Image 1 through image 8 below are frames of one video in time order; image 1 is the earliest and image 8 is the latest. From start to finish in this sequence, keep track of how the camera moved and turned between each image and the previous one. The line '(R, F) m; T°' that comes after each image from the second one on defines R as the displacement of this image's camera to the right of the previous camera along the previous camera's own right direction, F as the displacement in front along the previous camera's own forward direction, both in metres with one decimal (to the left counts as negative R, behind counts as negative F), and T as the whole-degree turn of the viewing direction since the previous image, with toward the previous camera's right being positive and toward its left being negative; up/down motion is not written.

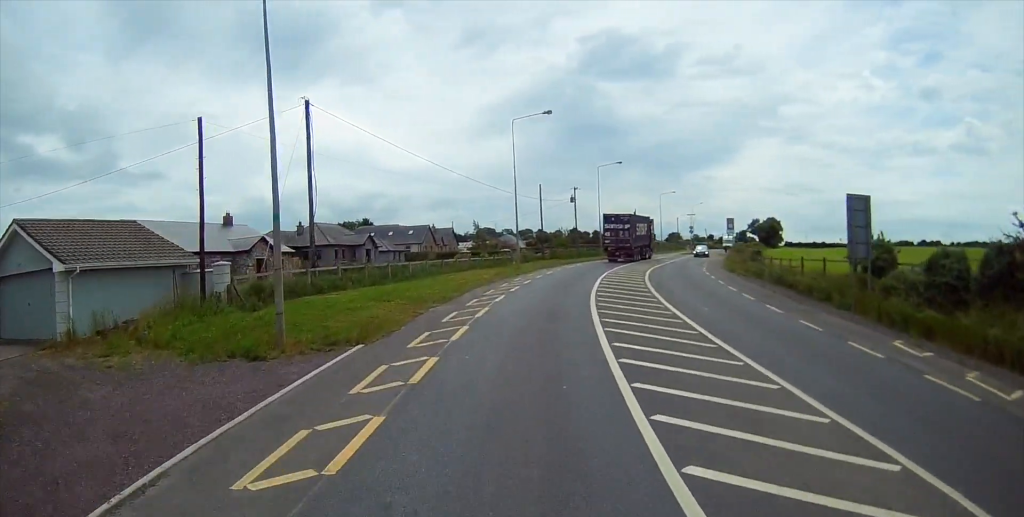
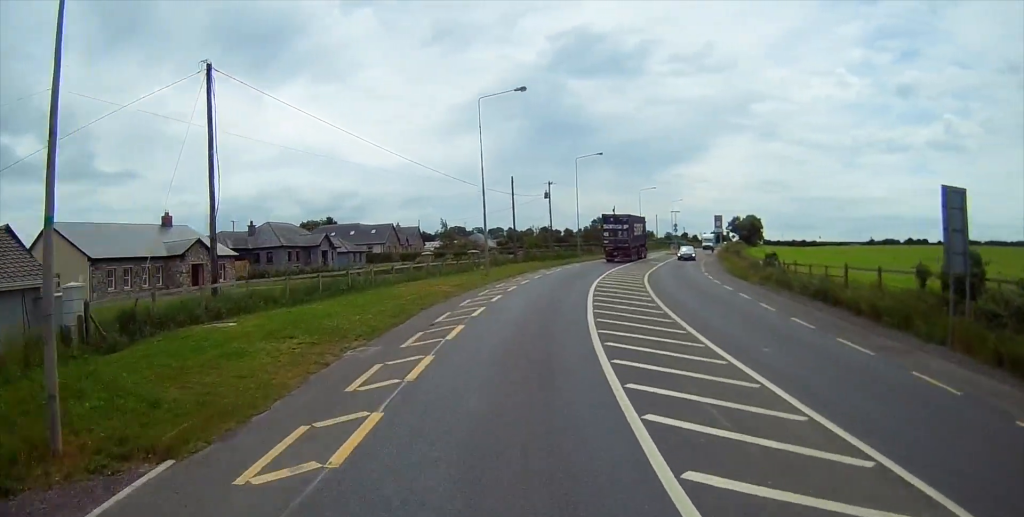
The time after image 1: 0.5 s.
(0.0, +7.8) m; +1°
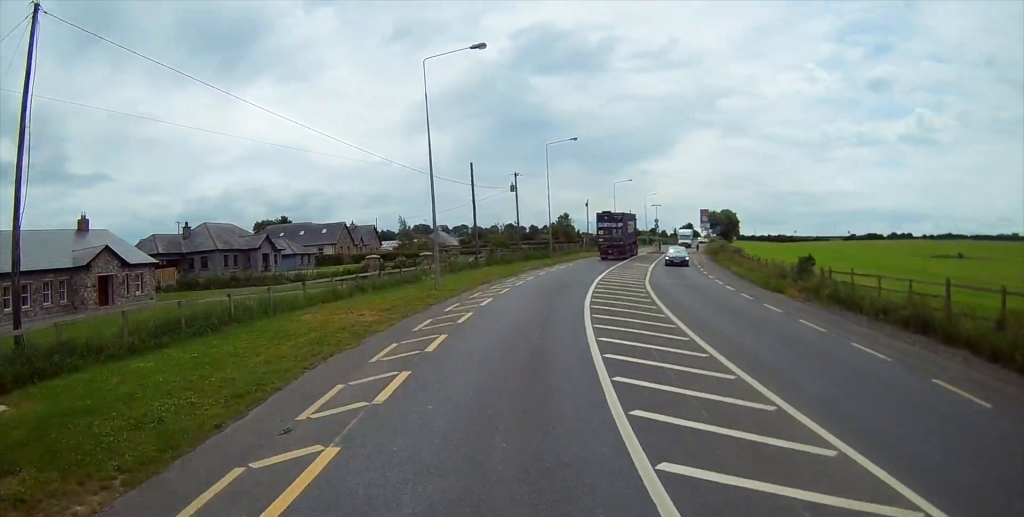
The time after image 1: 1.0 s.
(+0.3, +9.4) m; +3°
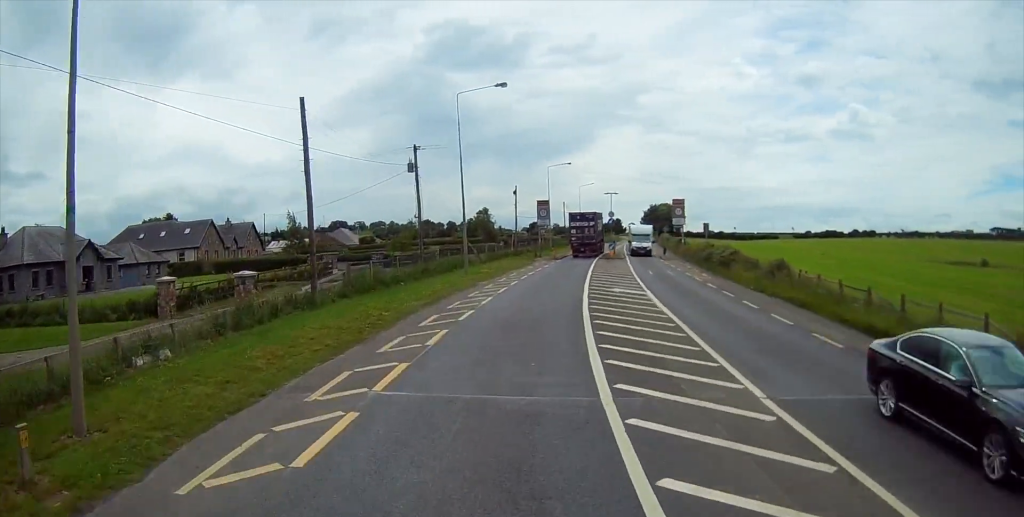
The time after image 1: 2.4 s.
(+1.5, +22.5) m; +8°
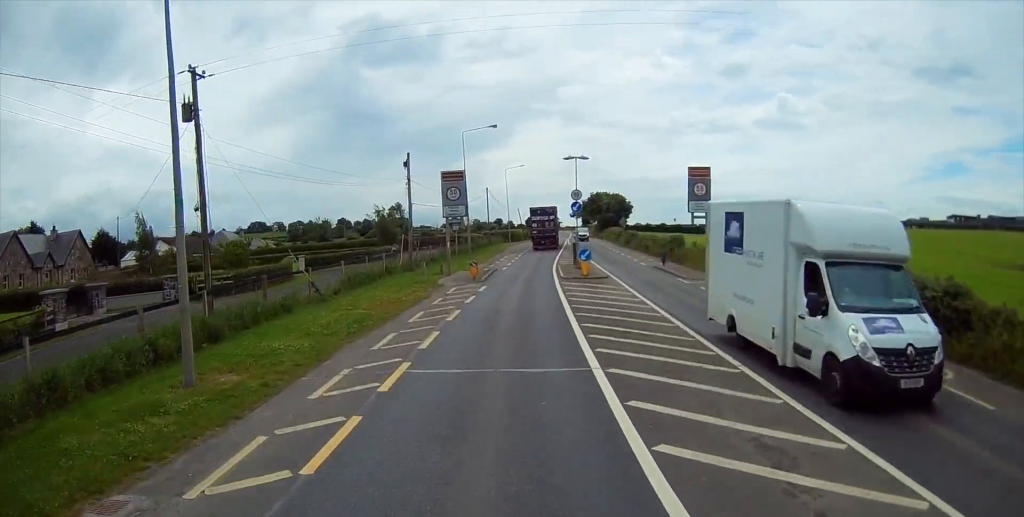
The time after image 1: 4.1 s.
(+1.6, +27.4) m; +6°
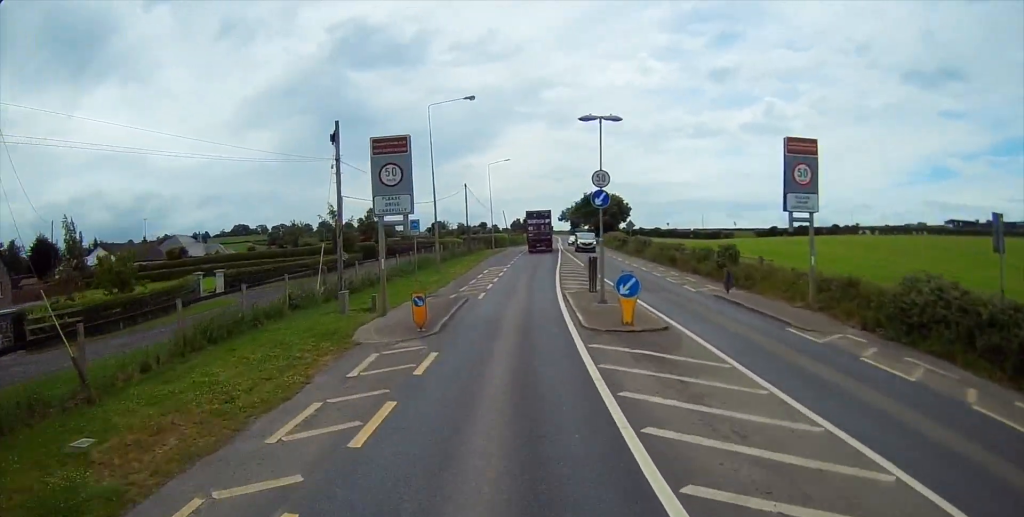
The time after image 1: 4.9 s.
(+0.3, +13.8) m; +3°
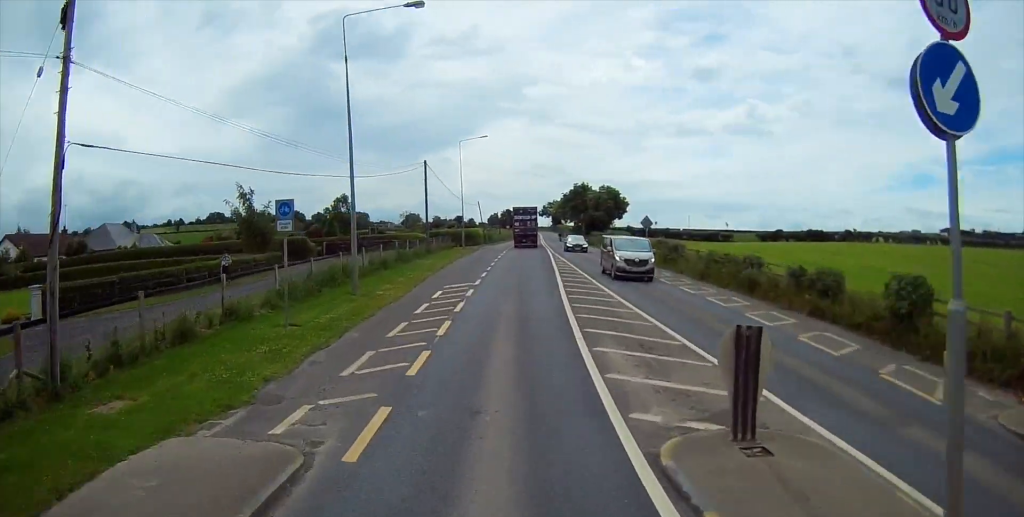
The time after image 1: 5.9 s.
(+0.6, +17.3) m; +3°
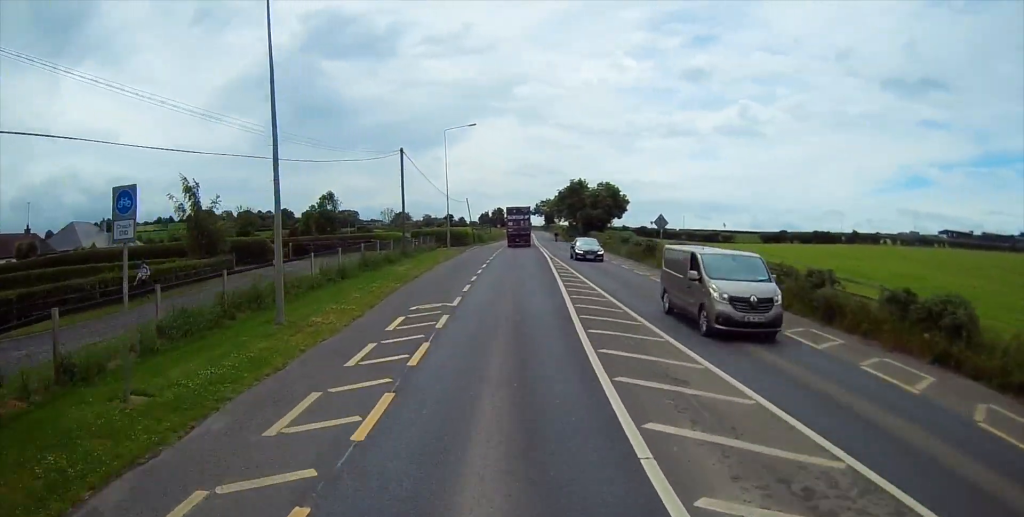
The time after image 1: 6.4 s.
(0.0, +7.3) m; +1°
